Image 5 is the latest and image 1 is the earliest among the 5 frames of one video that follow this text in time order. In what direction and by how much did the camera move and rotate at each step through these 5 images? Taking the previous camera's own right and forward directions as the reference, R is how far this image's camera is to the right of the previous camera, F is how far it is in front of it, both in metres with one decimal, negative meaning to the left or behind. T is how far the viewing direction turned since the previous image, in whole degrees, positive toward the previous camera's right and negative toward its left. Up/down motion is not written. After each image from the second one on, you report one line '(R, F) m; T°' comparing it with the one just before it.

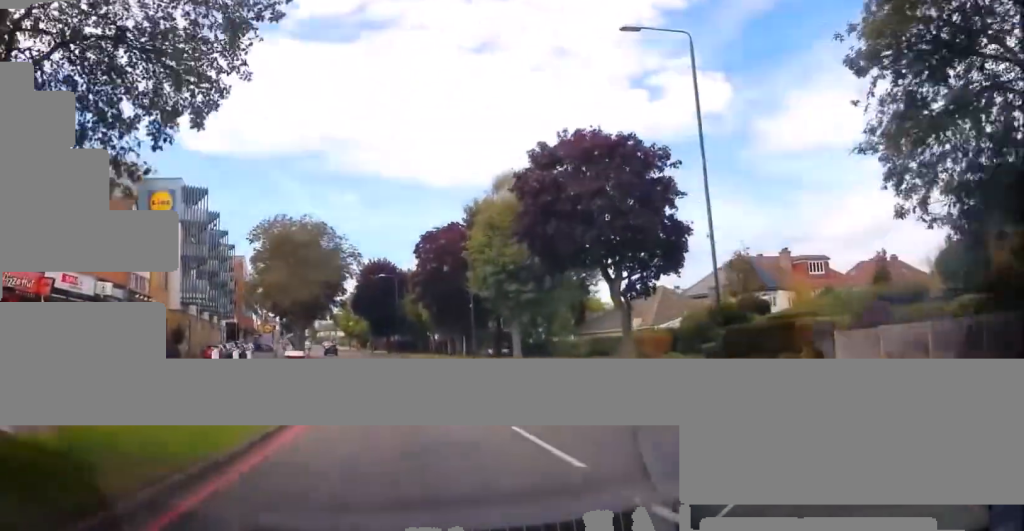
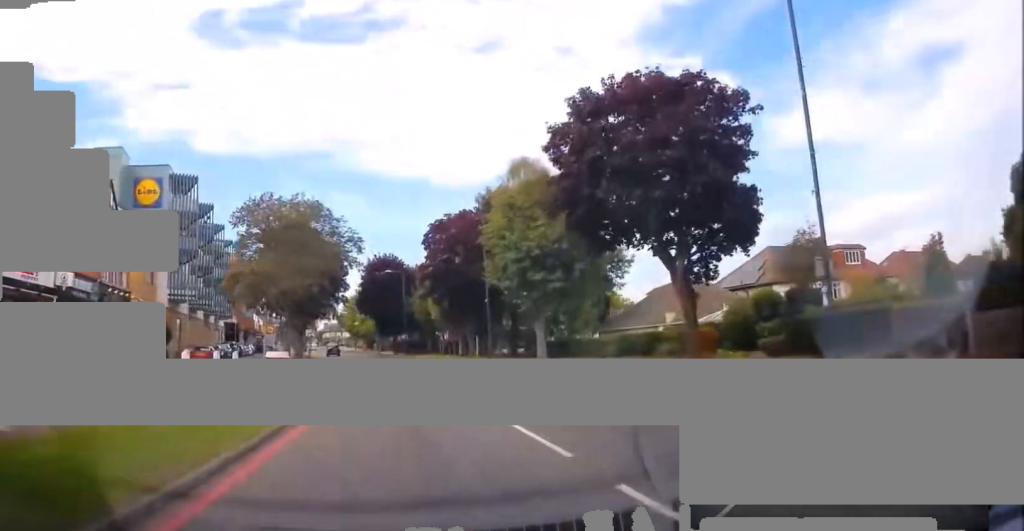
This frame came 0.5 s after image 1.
(0.0, +5.1) m; -1°
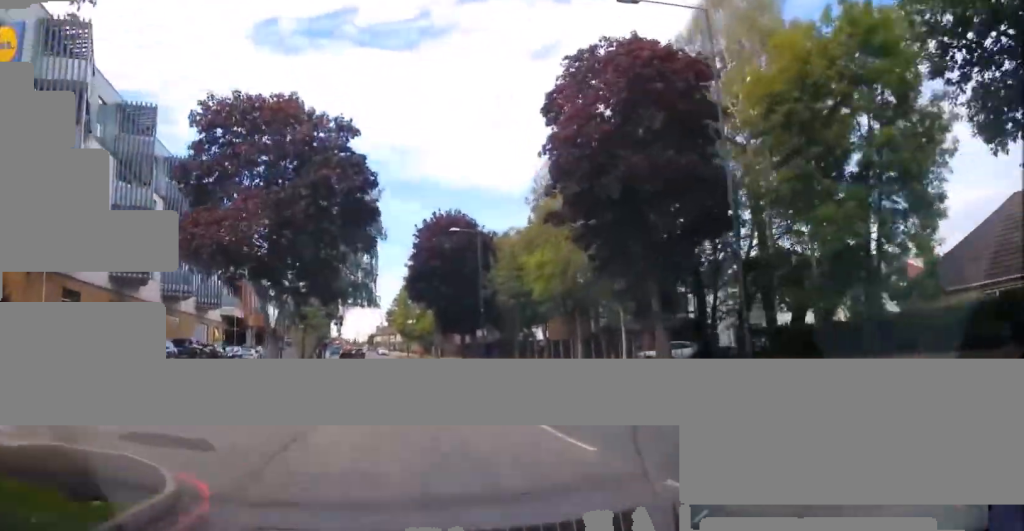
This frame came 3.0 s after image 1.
(-2.1, +28.8) m; -6°
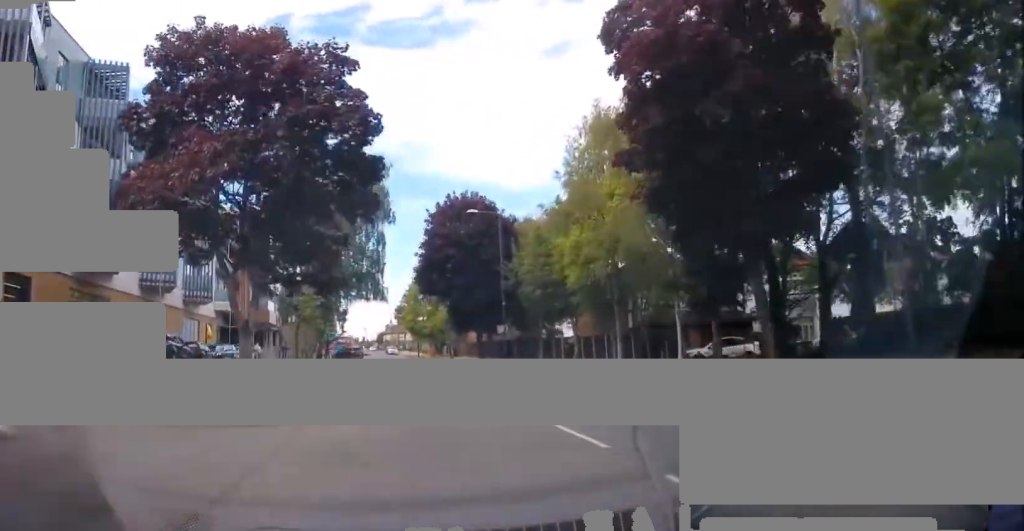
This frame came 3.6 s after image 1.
(0.0, +6.5) m; -1°
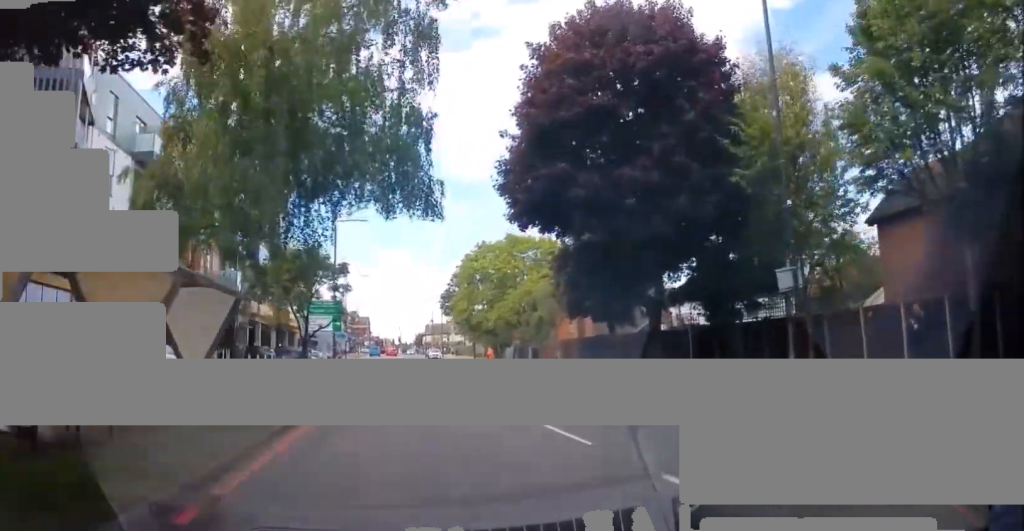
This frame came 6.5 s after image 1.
(-1.8, +31.1) m; -5°
